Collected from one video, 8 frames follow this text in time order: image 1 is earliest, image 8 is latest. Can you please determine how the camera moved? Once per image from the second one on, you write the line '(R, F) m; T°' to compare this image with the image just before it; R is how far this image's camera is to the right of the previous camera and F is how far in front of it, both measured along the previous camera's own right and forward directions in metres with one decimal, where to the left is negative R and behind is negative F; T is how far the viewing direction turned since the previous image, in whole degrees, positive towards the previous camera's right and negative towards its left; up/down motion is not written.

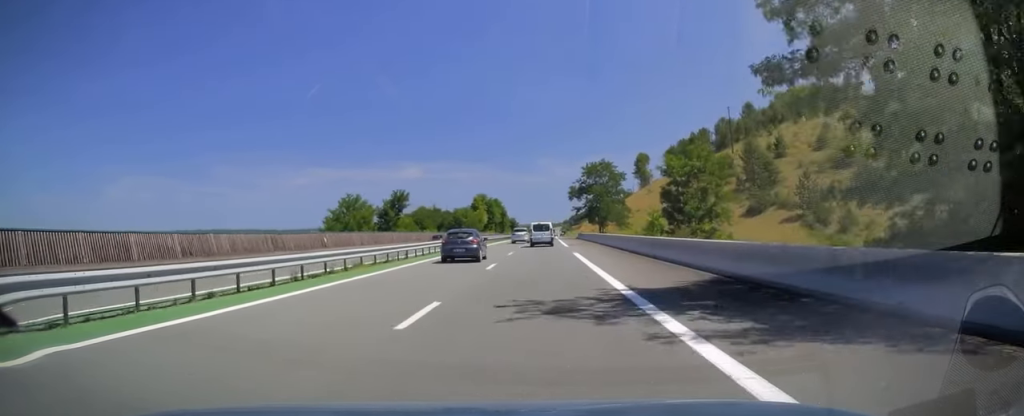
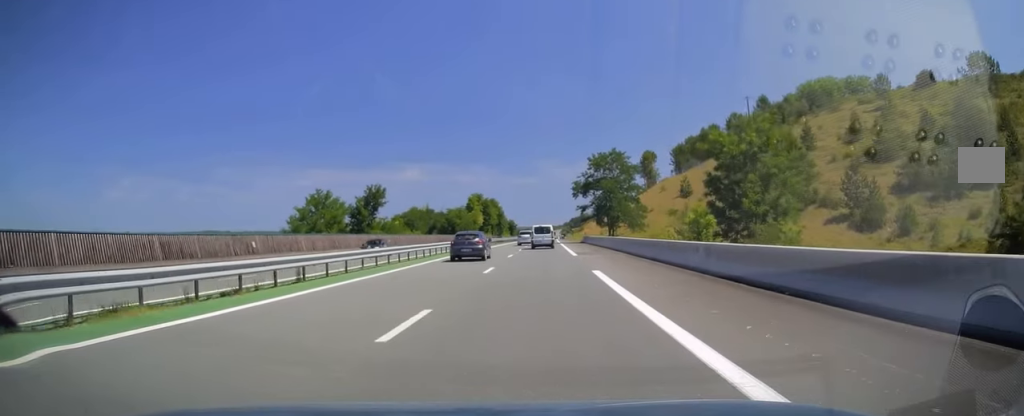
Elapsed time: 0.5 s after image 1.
(+0.1, +13.8) m; 0°
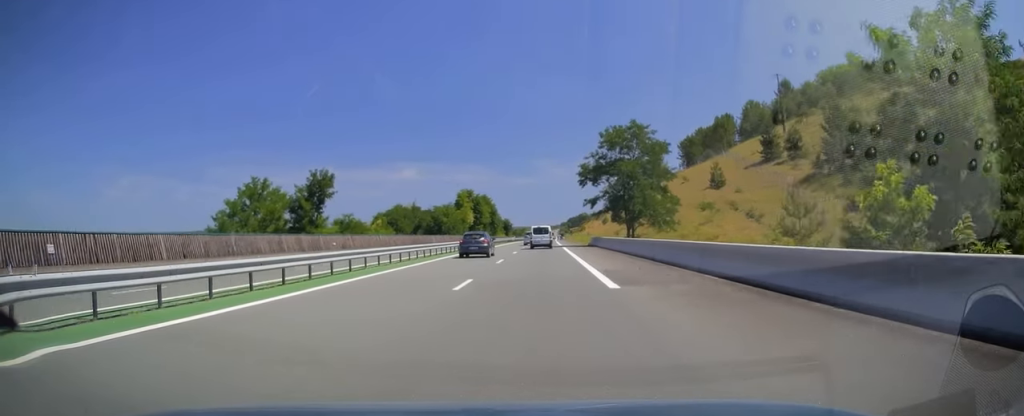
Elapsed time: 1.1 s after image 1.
(0.0, +19.3) m; 0°
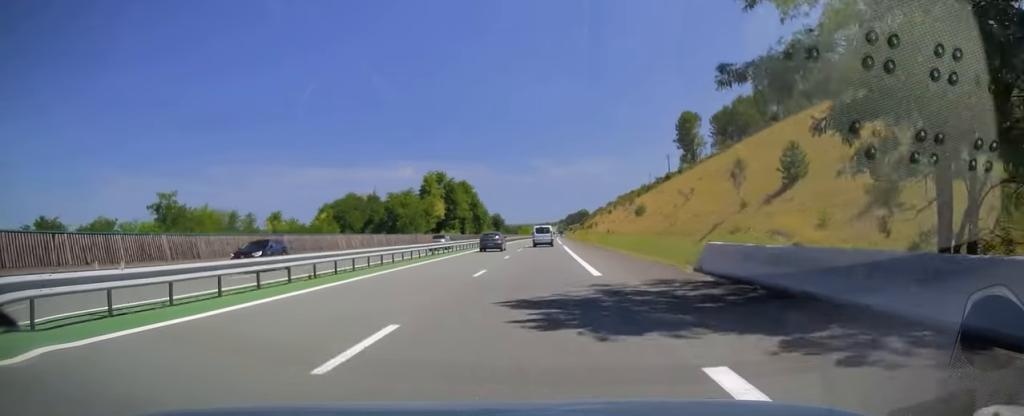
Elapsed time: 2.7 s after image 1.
(+0.1, +47.4) m; 0°
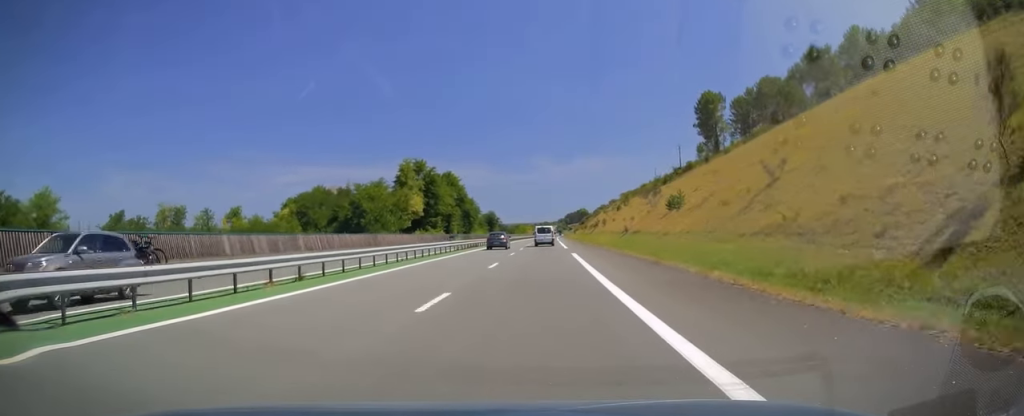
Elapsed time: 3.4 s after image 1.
(+0.1, +21.3) m; 0°
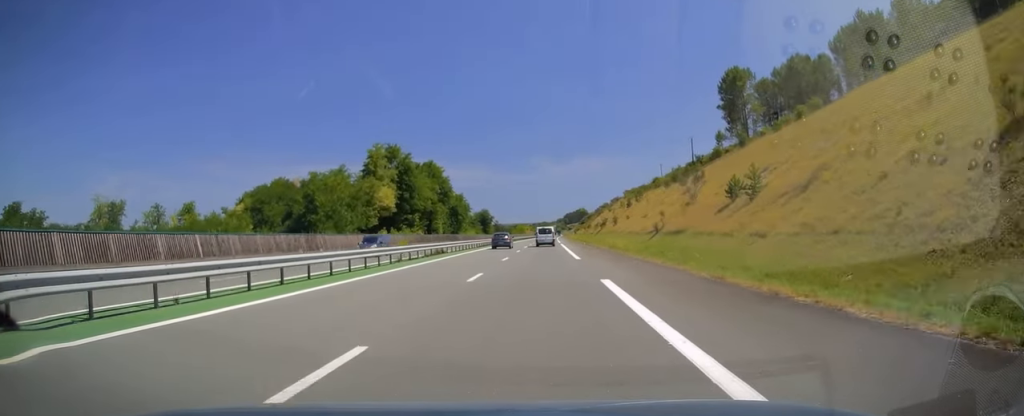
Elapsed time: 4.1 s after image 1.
(0.0, +19.3) m; 0°
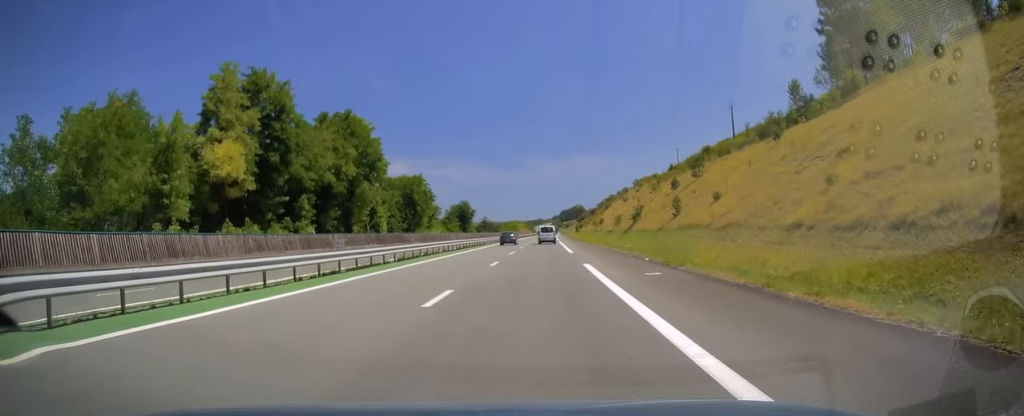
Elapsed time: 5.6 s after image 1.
(+0.1, +45.0) m; 0°
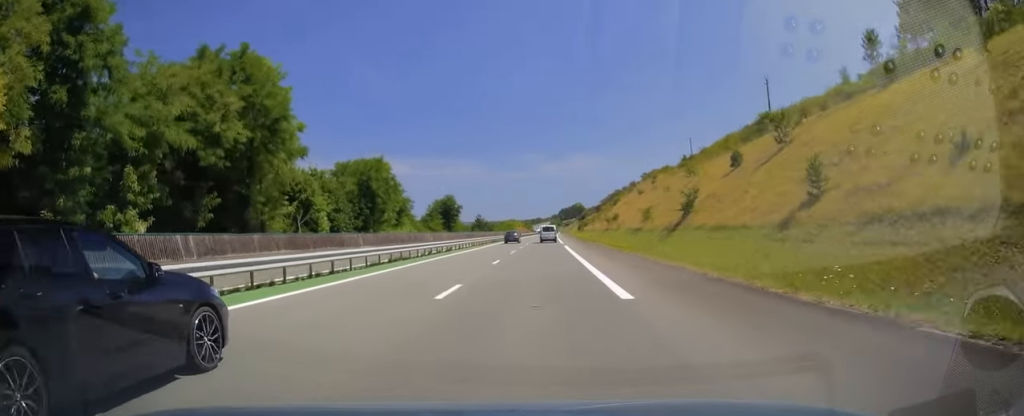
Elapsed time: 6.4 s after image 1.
(-0.1, +24.8) m; +1°
